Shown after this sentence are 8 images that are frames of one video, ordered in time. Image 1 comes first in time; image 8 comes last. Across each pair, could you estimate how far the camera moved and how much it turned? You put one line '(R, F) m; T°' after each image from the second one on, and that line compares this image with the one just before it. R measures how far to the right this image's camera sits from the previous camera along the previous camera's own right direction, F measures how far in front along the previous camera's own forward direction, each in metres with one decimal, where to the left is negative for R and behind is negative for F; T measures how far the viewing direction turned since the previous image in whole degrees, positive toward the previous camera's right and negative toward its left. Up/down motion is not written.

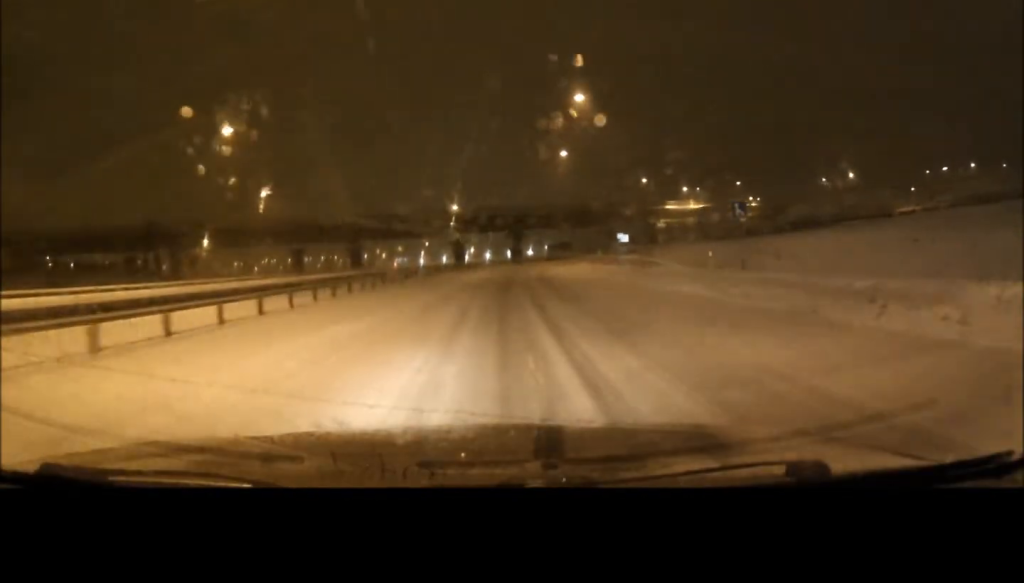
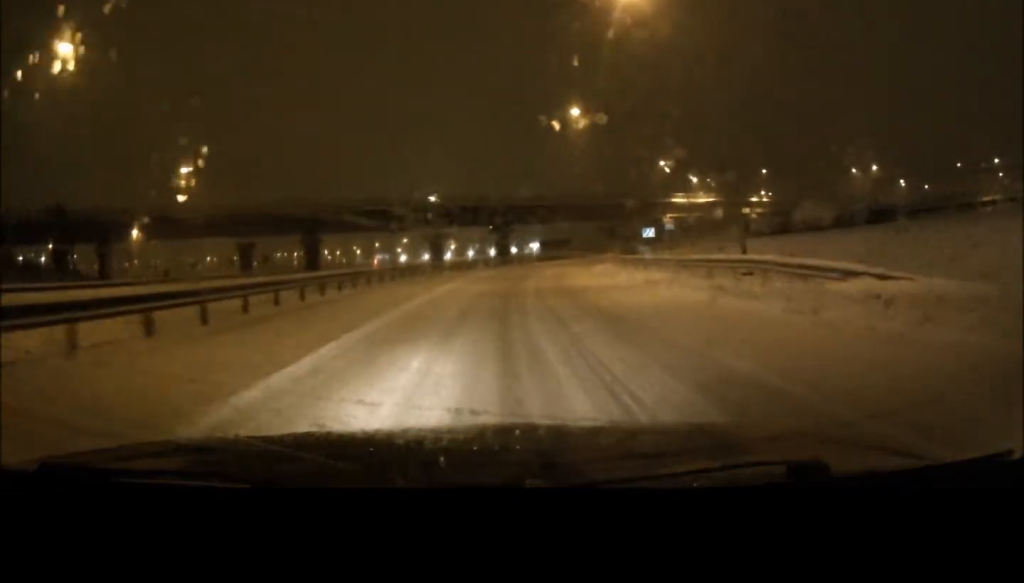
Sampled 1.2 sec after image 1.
(0.0, +16.0) m; +2°
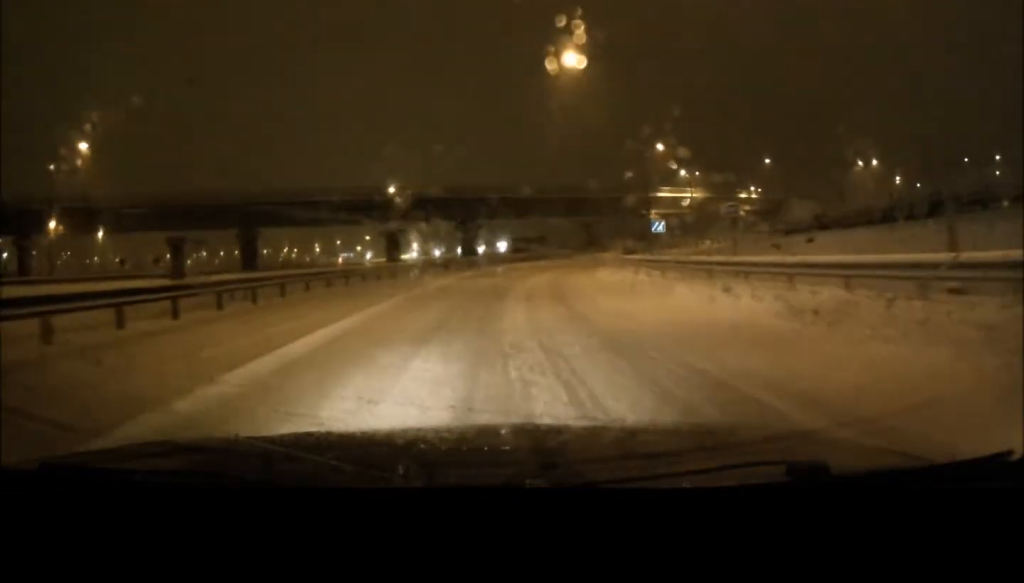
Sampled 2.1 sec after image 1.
(+0.4, +11.2) m; +3°
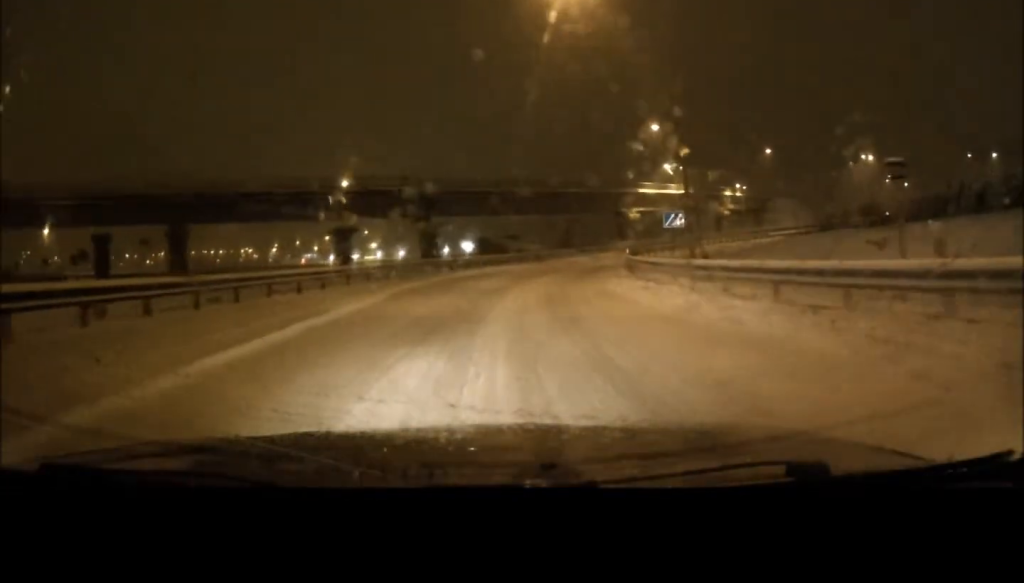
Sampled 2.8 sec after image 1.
(+0.1, +9.5) m; +3°
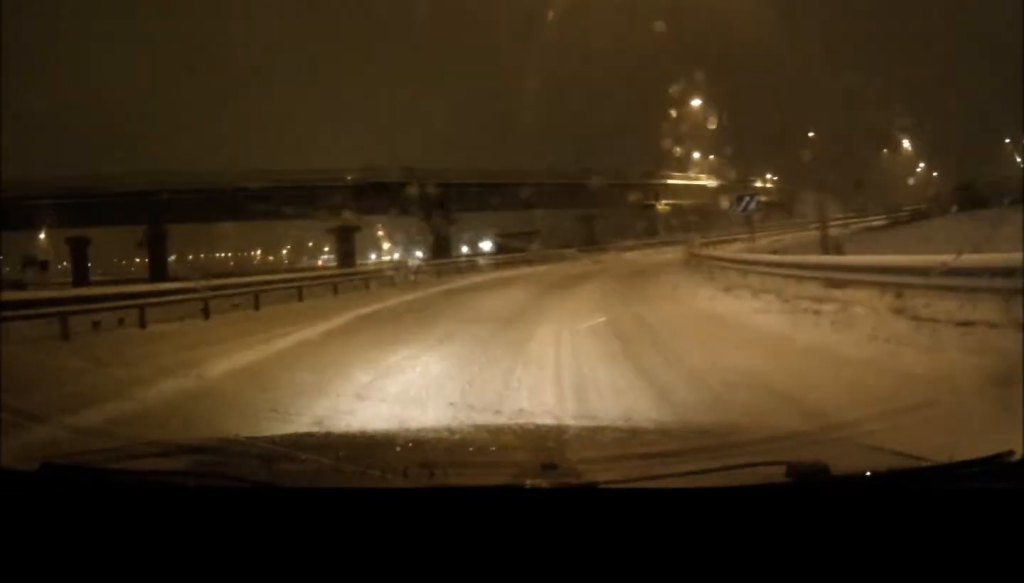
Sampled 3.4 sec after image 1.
(+0.2, +6.6) m; +5°
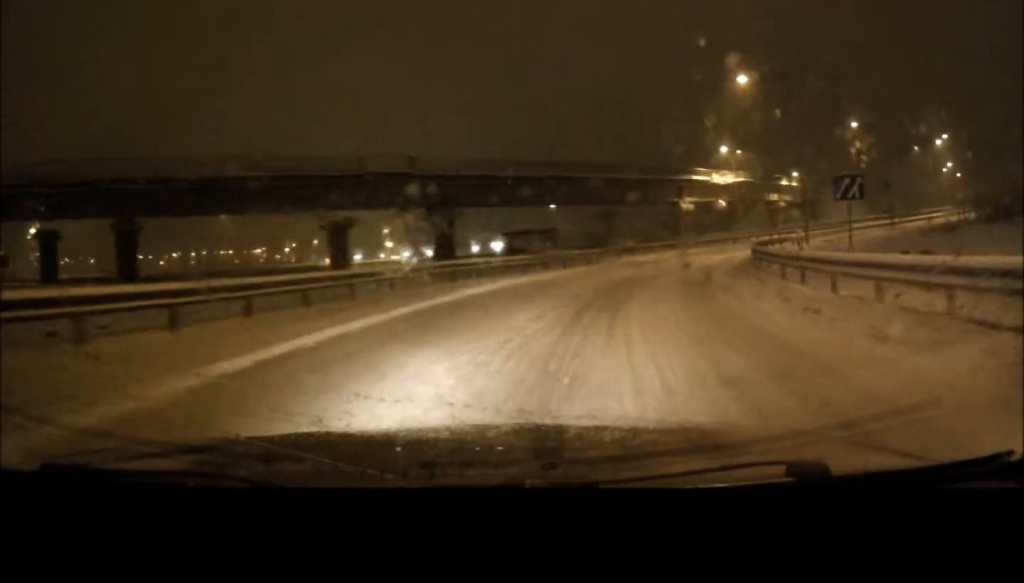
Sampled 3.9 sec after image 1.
(-0.2, +6.1) m; +5°
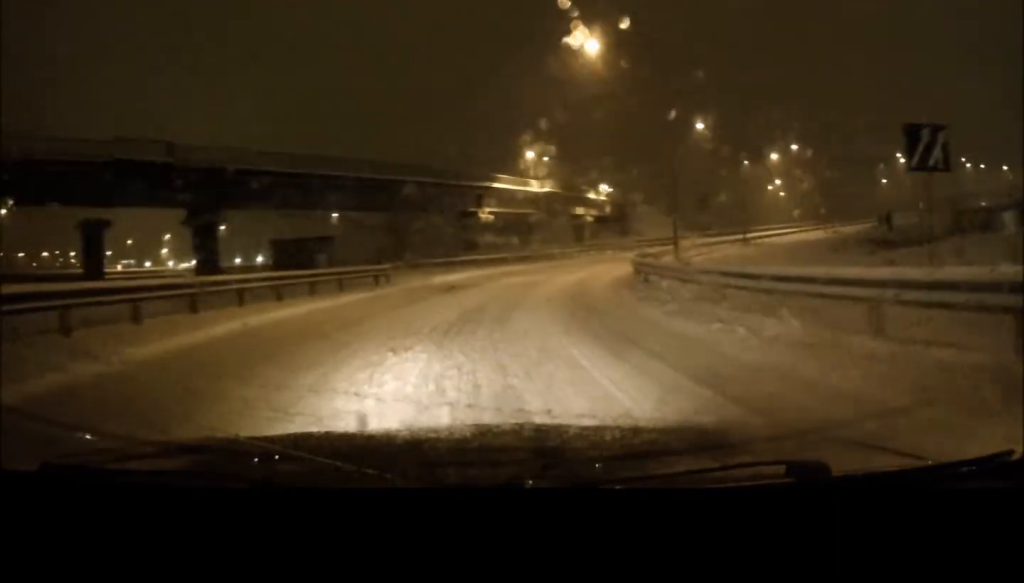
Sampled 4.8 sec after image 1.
(+1.1, +9.3) m; +6°
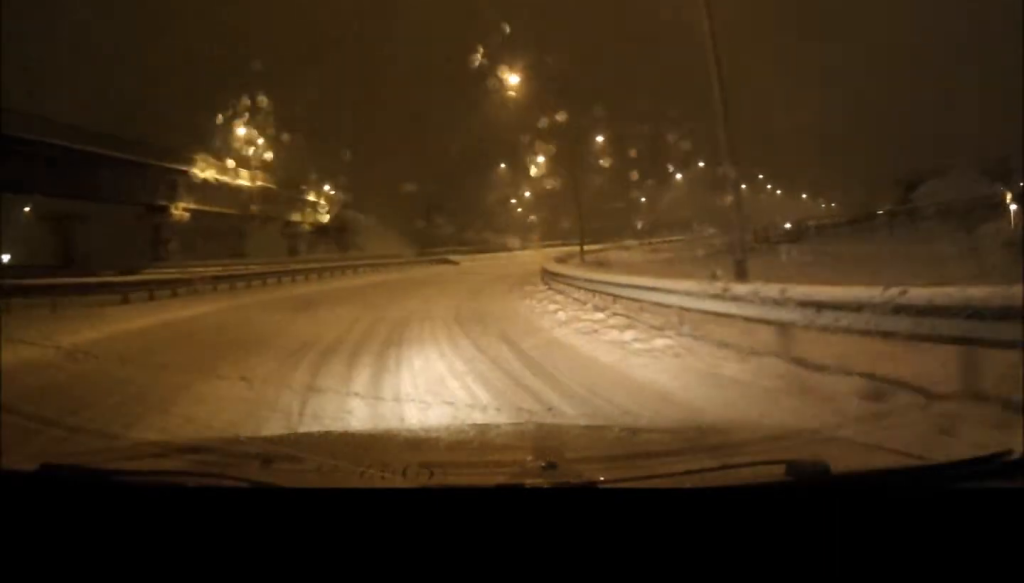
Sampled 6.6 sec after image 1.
(+2.7, +20.4) m; +23°
